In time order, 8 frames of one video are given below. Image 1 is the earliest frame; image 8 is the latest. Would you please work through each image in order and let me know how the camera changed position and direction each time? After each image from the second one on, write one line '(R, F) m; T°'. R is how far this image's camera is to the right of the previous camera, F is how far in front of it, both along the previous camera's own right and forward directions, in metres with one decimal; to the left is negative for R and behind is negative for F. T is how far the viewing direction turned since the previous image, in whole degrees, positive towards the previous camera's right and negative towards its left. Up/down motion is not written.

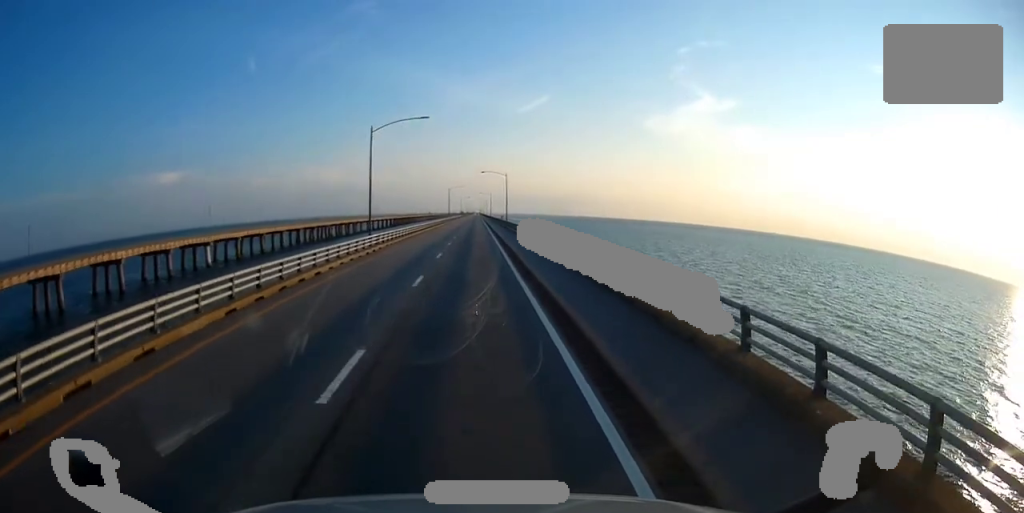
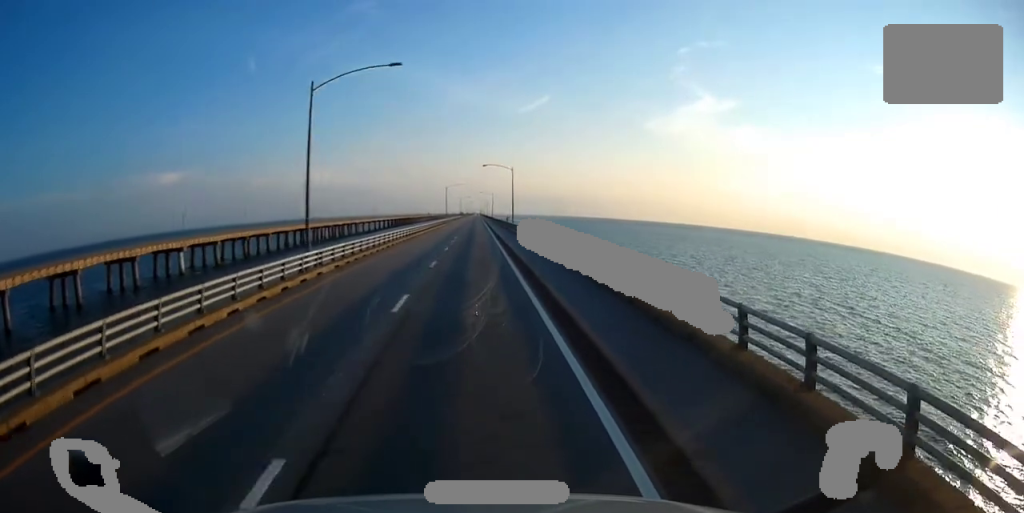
(+0.1, +16.5) m; -1°
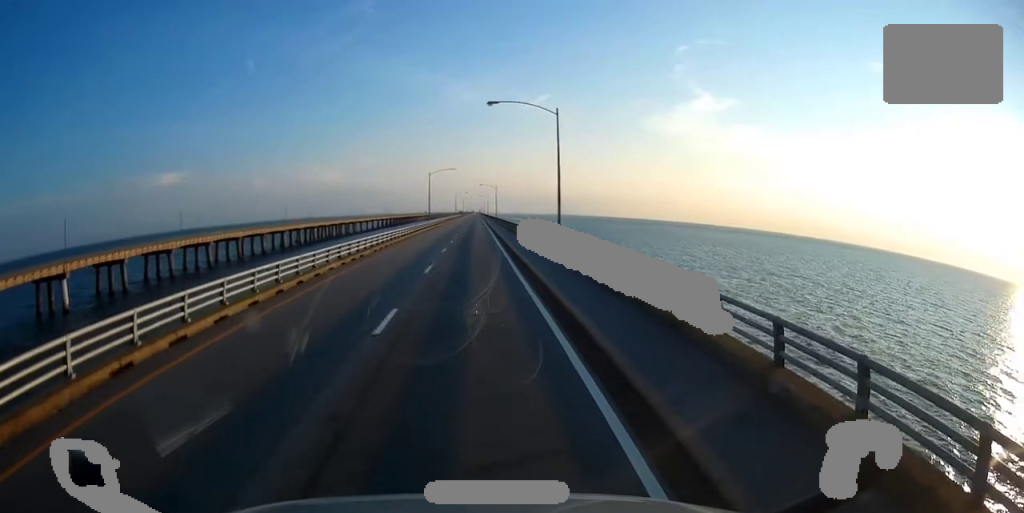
(+0.1, +50.8) m; +1°
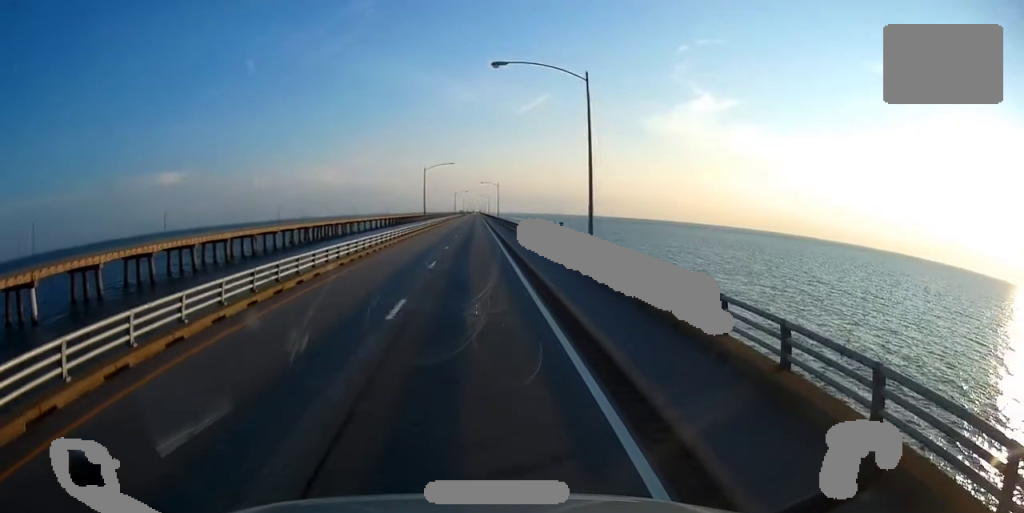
(-0.1, +10.5) m; 0°
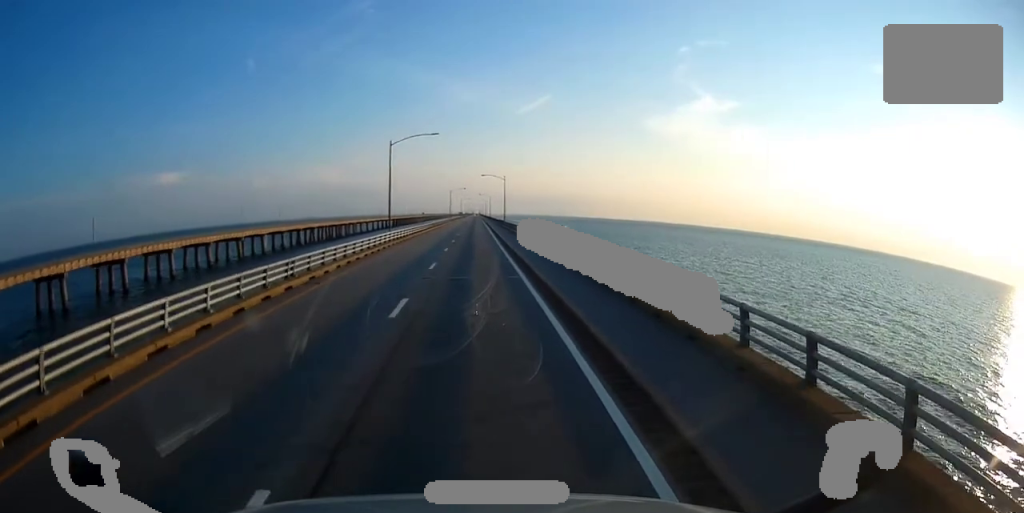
(0.0, +35.4) m; 0°
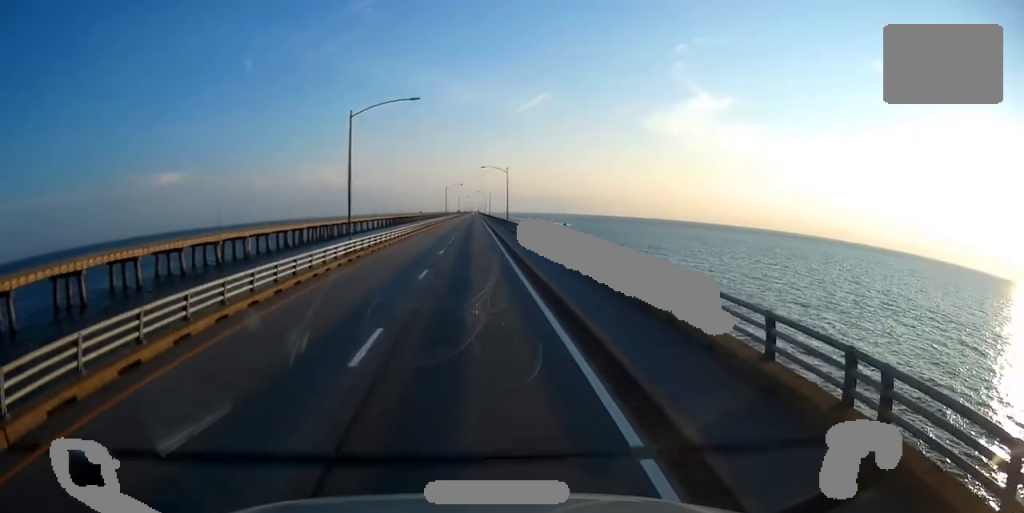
(-0.1, +16.6) m; 0°
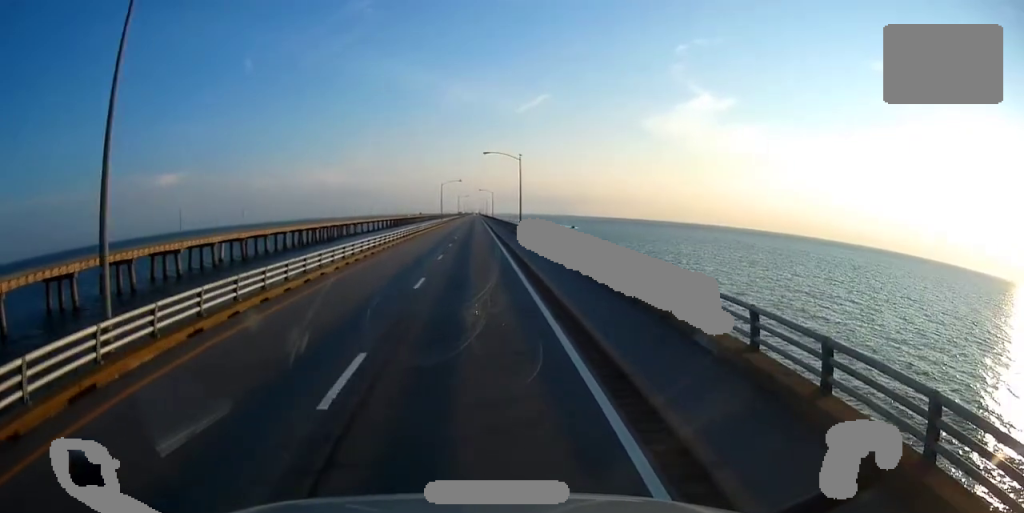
(-0.1, +25.9) m; 0°
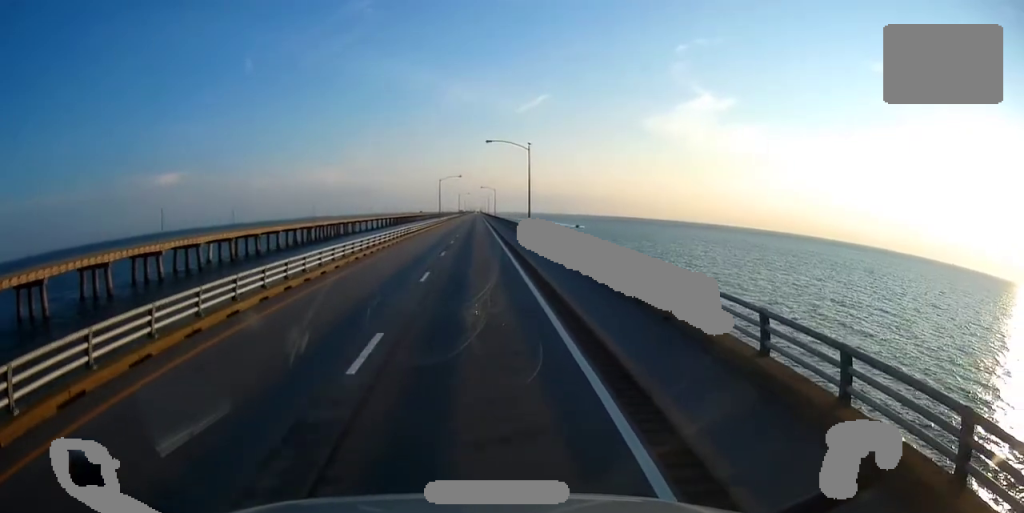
(+0.1, +10.3) m; 0°
